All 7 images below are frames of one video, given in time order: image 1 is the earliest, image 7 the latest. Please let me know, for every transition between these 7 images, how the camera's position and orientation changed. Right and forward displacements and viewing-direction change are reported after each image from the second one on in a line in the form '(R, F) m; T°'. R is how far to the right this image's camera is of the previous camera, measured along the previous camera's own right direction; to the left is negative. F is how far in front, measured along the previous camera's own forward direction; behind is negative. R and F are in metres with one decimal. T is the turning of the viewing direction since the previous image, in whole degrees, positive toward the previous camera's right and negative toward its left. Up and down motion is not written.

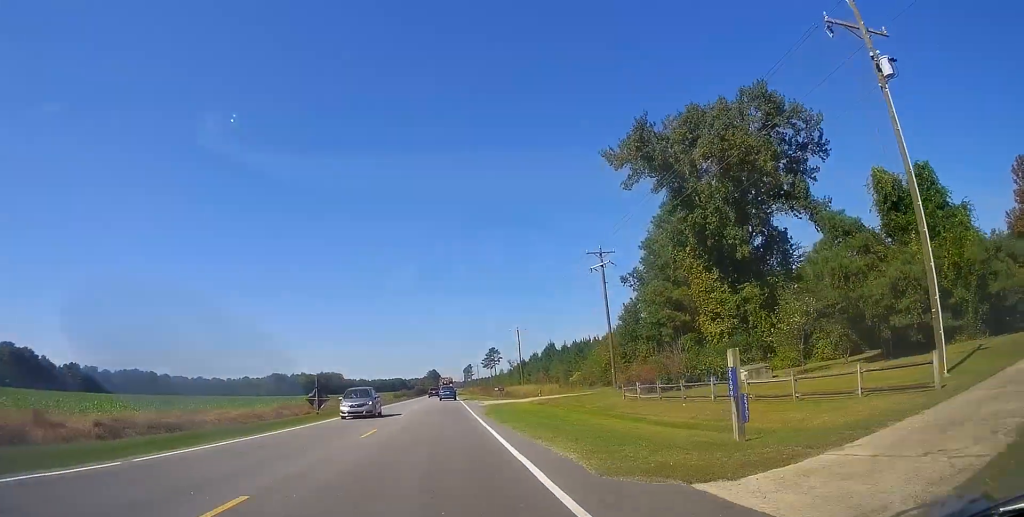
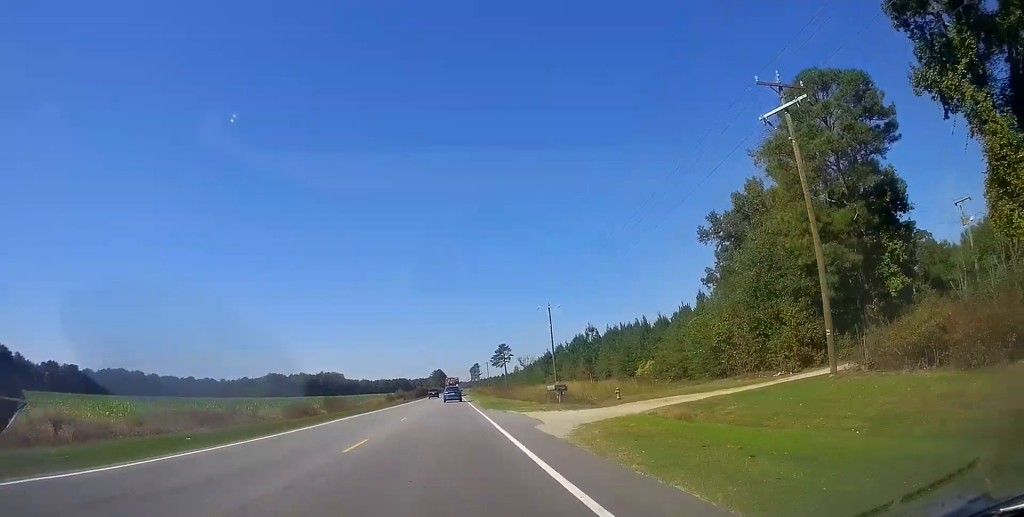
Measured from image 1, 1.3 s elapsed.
(-0.3, +29.3) m; 0°
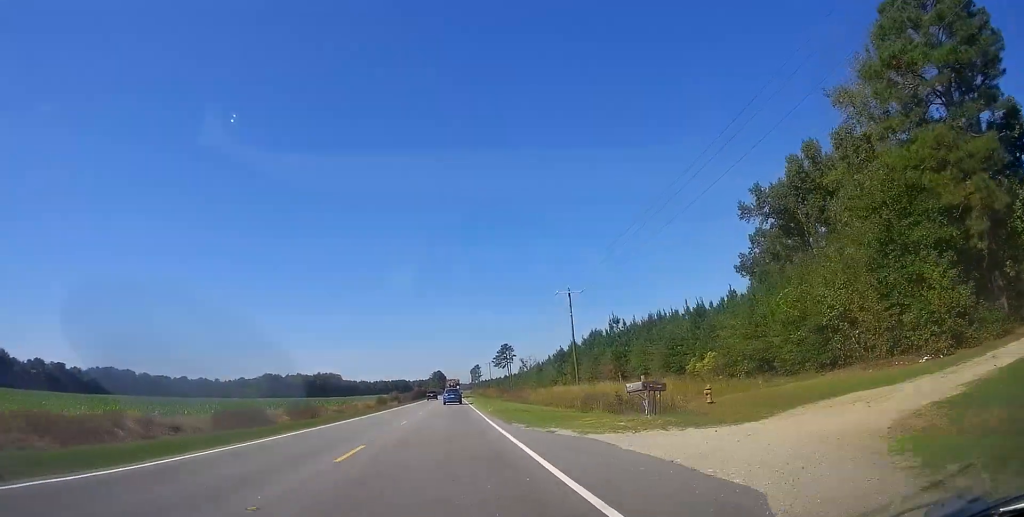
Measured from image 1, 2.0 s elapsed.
(+0.3, +13.6) m; +1°
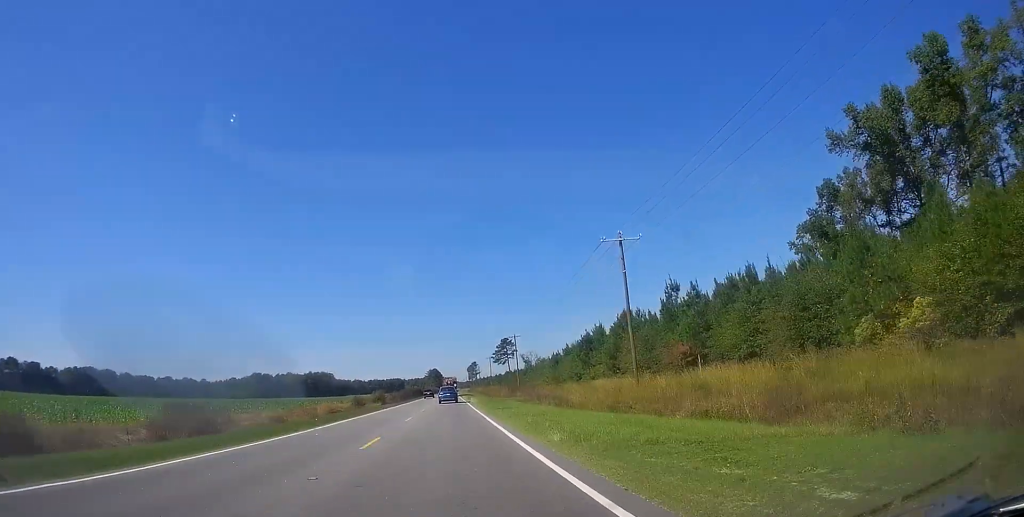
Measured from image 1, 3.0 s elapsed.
(+0.3, +22.3) m; 0°
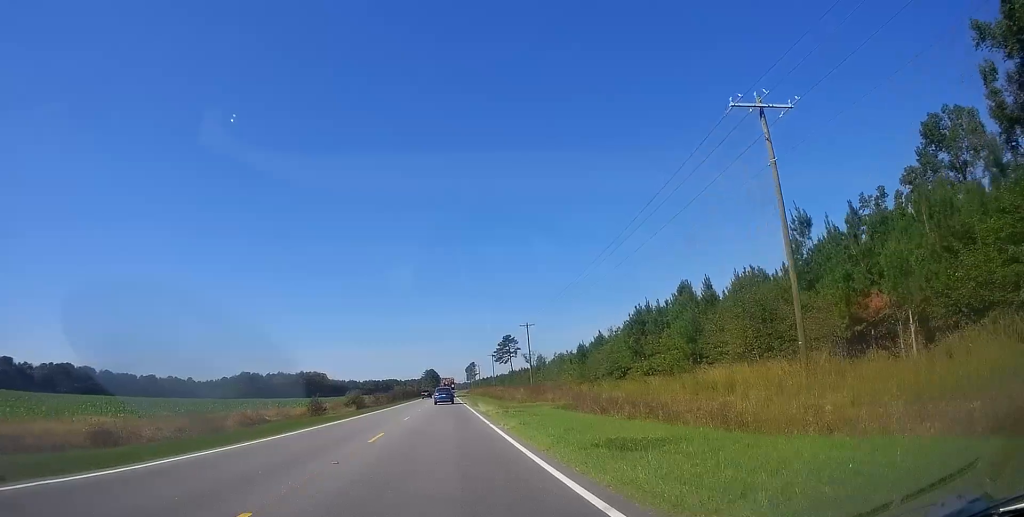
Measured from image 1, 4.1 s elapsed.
(-0.4, +22.5) m; -2°
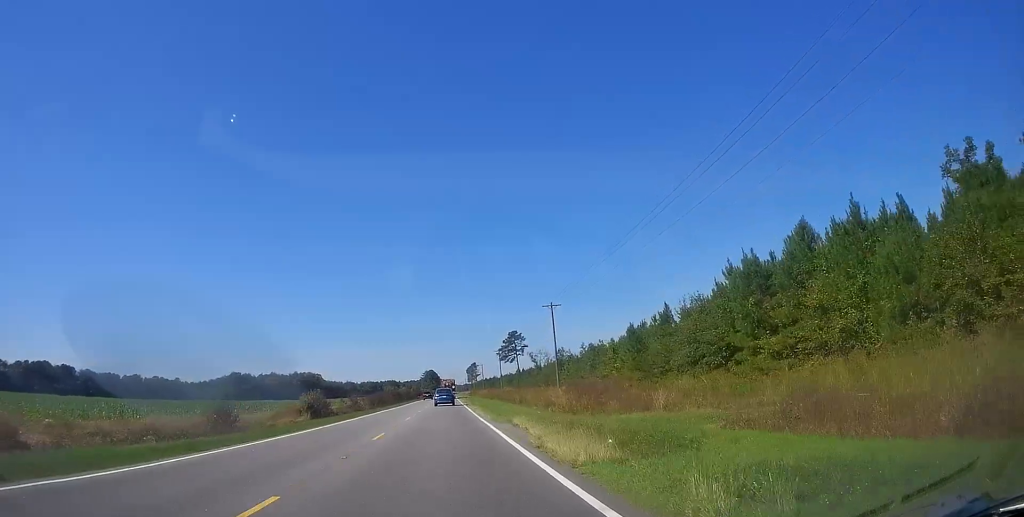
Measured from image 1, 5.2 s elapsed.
(-0.2, +23.0) m; -1°
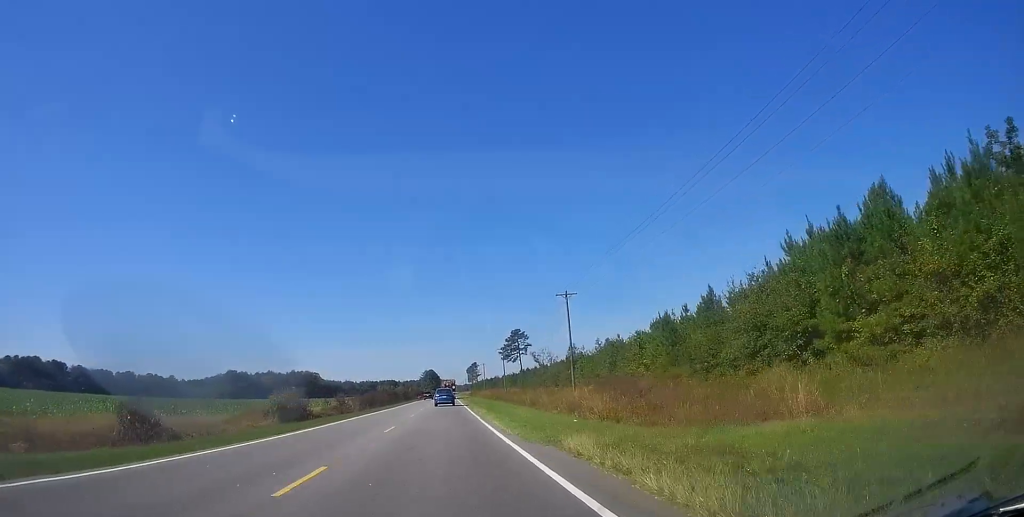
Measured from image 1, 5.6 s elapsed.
(0.0, +8.9) m; 0°
